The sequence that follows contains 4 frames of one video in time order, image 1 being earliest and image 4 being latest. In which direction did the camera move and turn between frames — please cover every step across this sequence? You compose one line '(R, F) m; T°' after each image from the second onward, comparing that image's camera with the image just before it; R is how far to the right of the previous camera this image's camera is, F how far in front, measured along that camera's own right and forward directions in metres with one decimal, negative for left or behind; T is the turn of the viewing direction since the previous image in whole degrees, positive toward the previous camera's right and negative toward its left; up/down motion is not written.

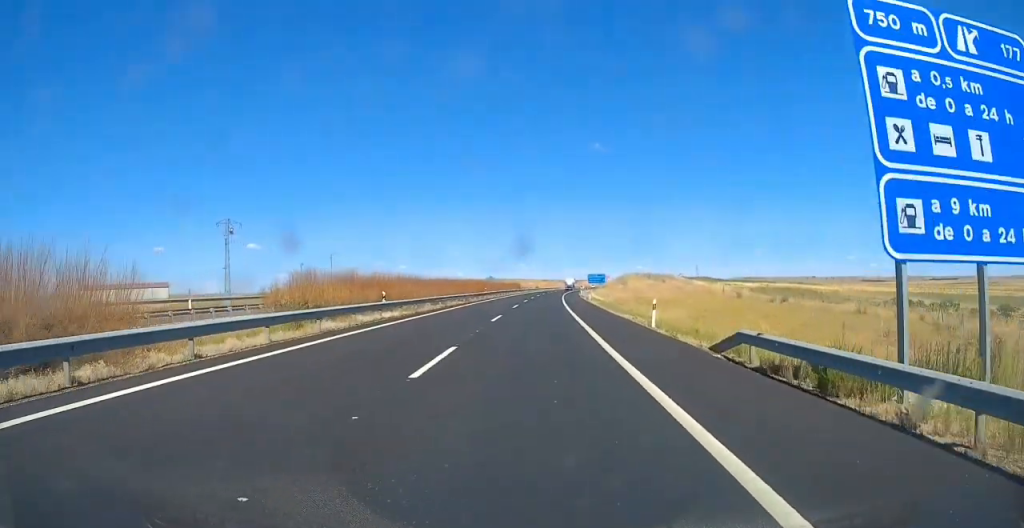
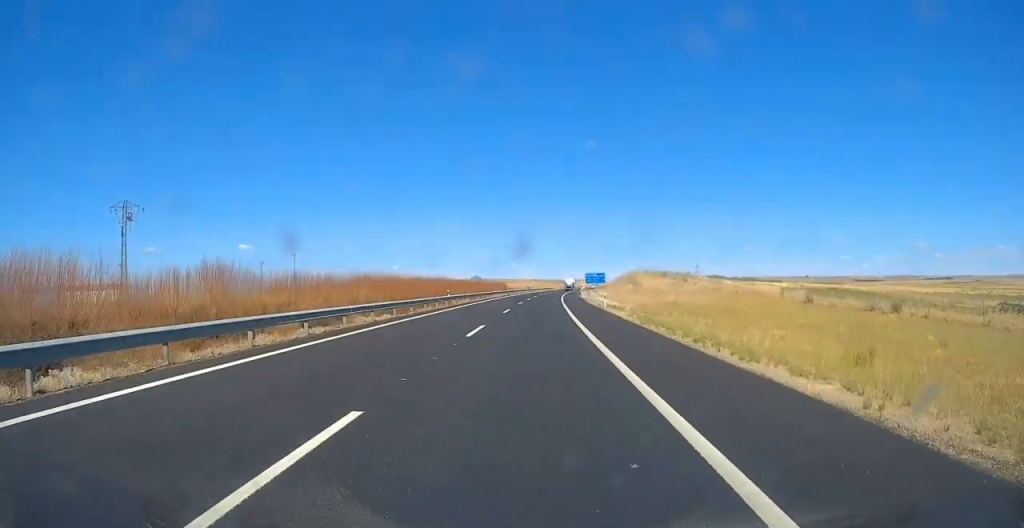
(+0.2, +24.7) m; +1°
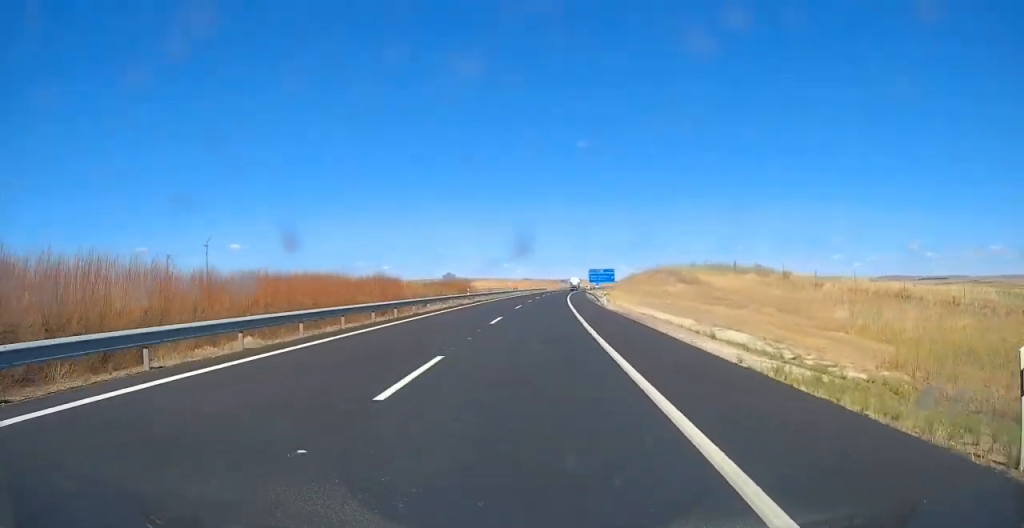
(+0.5, +44.5) m; +1°
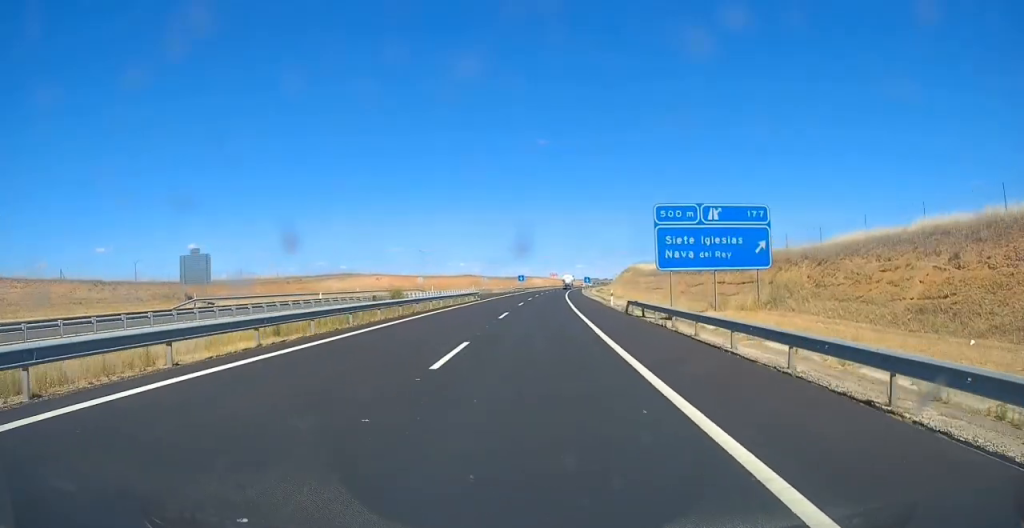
(+2.8, +114.6) m; +4°
